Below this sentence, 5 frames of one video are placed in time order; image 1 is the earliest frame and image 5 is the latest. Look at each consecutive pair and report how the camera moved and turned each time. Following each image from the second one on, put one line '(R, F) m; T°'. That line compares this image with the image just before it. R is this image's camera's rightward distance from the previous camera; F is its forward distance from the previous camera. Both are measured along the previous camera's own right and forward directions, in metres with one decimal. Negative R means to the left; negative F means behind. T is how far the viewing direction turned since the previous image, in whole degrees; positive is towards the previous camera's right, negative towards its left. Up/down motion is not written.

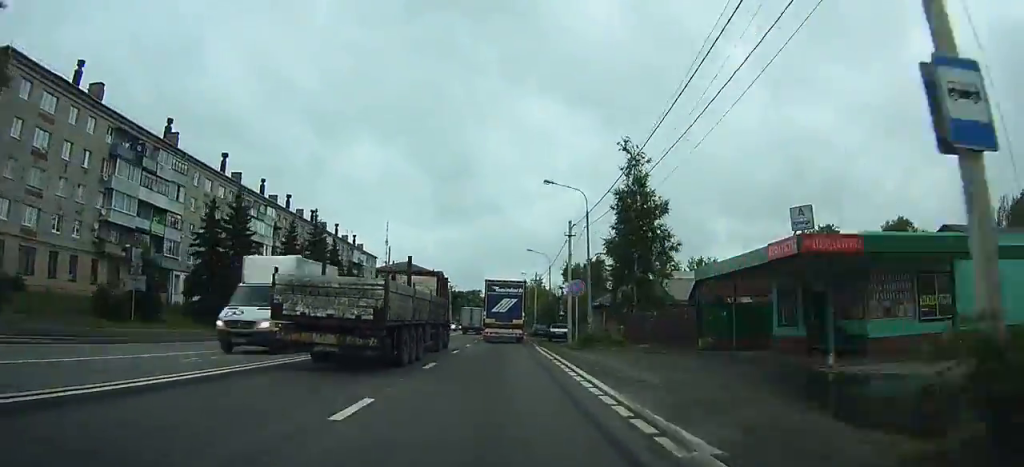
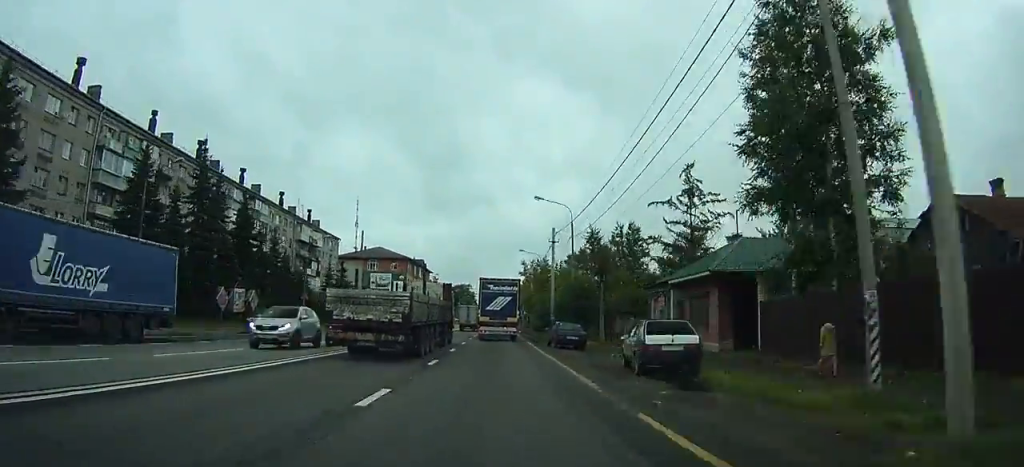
(+0.7, +29.3) m; +2°
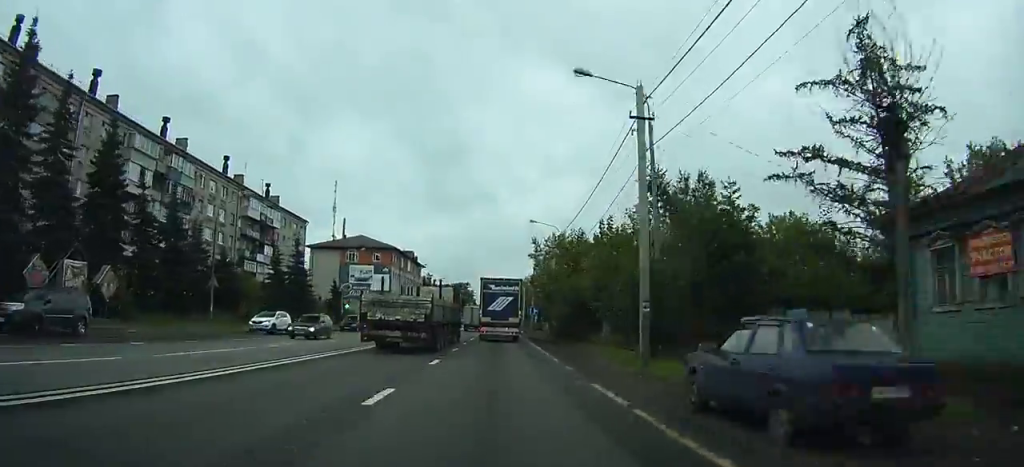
(+0.2, +23.0) m; 0°
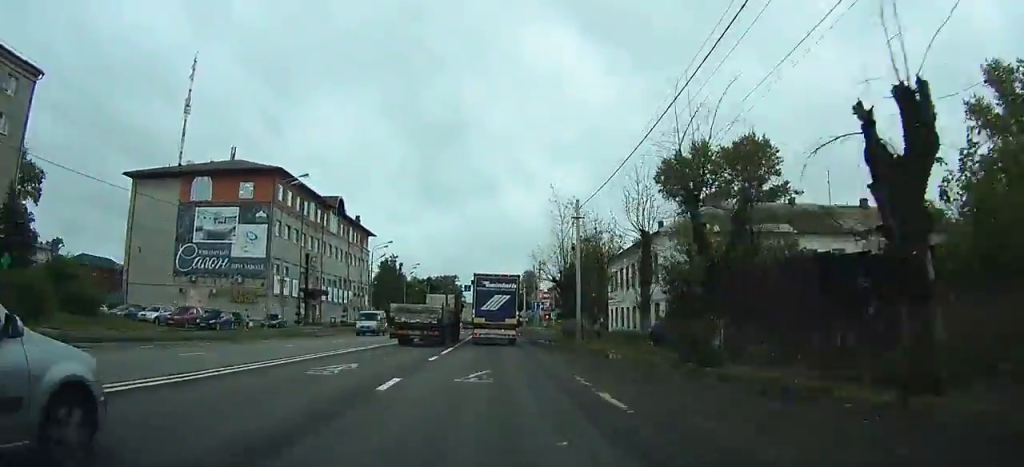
(-0.1, +70.2) m; 0°
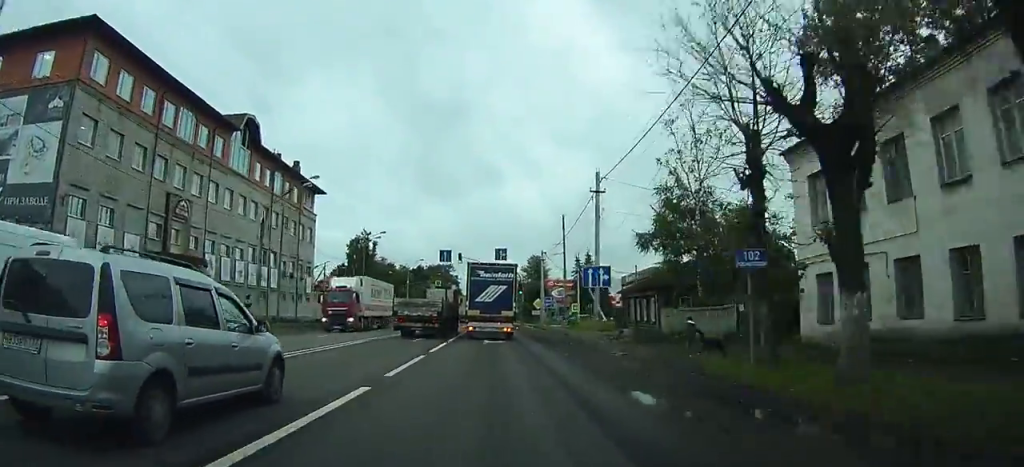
(0.0, +34.2) m; 0°
